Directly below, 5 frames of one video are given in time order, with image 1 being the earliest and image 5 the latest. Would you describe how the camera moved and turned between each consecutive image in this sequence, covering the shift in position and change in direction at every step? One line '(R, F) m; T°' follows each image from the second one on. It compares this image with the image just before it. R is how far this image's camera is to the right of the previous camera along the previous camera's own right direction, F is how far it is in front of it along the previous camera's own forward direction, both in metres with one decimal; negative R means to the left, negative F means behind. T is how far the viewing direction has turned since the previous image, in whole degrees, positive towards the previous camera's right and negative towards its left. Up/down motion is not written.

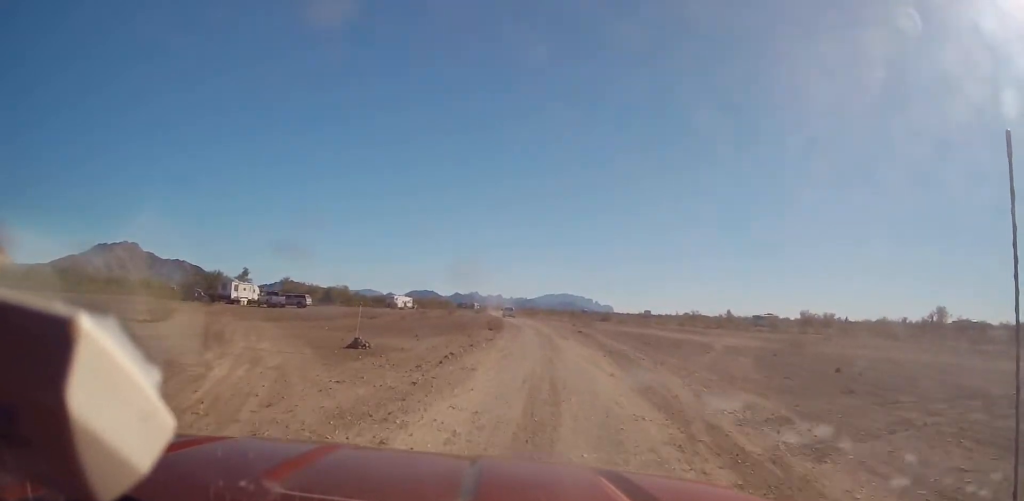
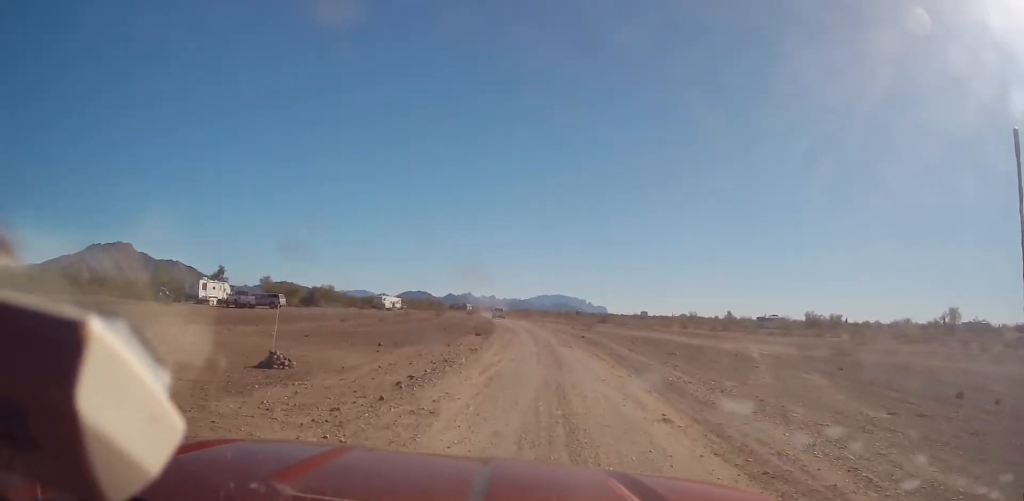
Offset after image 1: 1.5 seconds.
(+0.4, +7.8) m; +1°
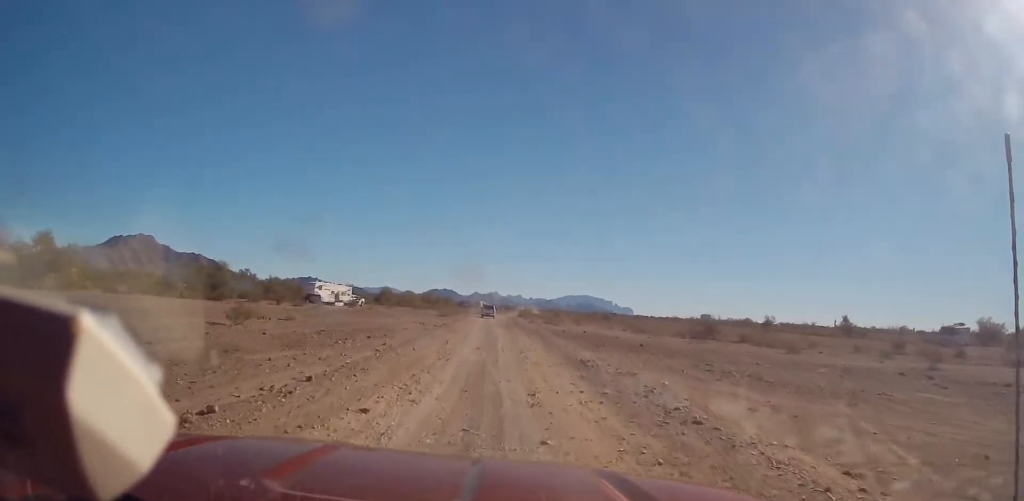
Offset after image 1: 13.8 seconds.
(-2.6, +67.5) m; -6°
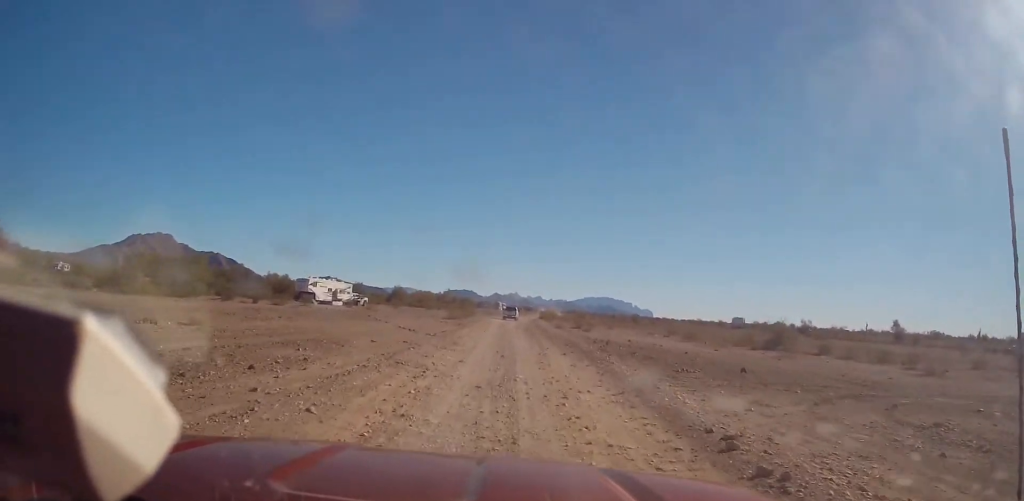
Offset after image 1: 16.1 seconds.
(+0.1, +12.4) m; 0°
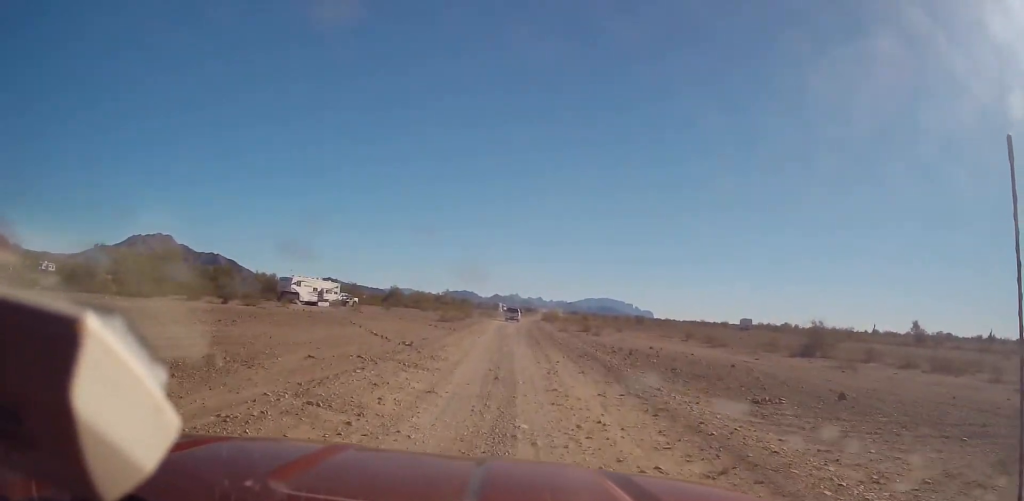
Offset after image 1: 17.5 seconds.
(+0.1, +7.2) m; 0°
